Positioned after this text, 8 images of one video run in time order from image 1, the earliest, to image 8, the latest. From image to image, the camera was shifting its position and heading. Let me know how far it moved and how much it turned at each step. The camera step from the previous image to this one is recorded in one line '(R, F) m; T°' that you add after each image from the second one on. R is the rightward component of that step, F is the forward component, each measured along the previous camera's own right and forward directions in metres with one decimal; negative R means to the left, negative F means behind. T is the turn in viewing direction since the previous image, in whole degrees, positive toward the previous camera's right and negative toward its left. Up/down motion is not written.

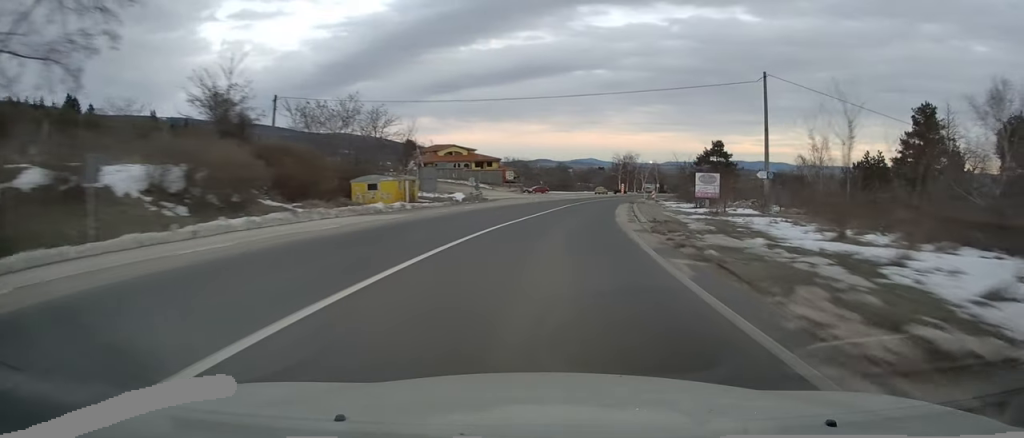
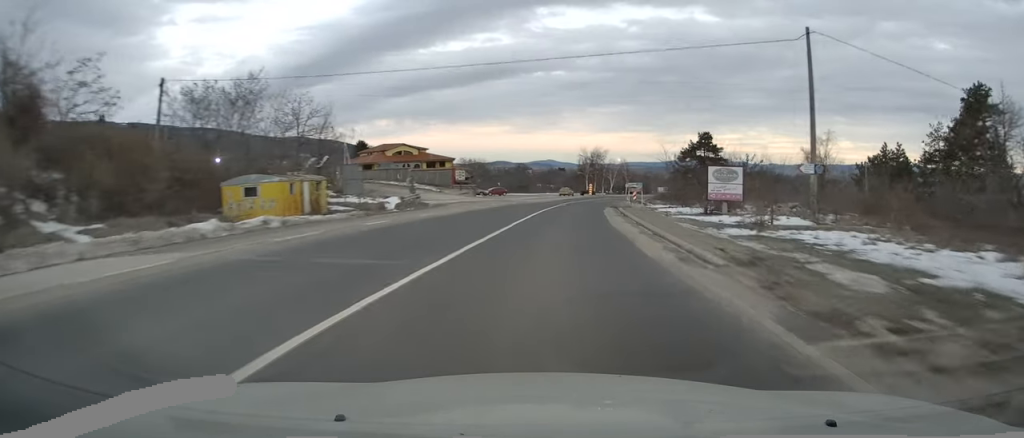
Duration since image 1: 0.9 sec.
(+0.6, +13.9) m; +5°
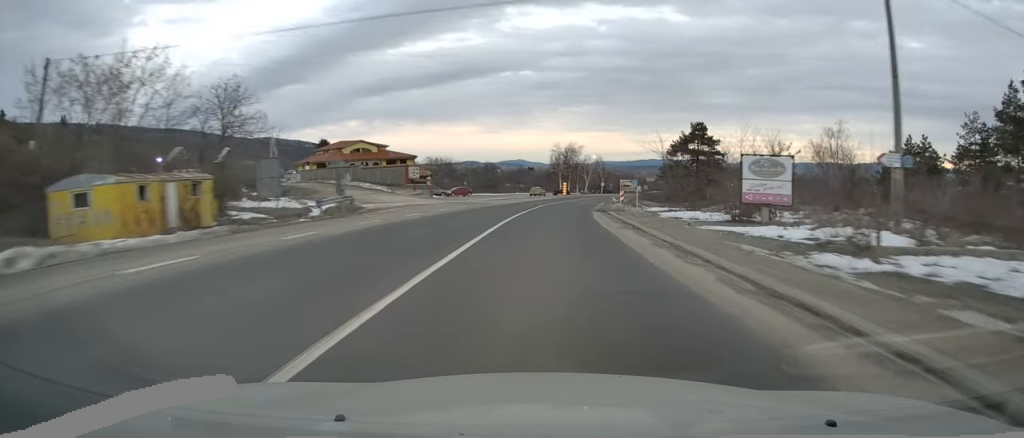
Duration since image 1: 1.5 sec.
(+0.4, +10.7) m; +3°
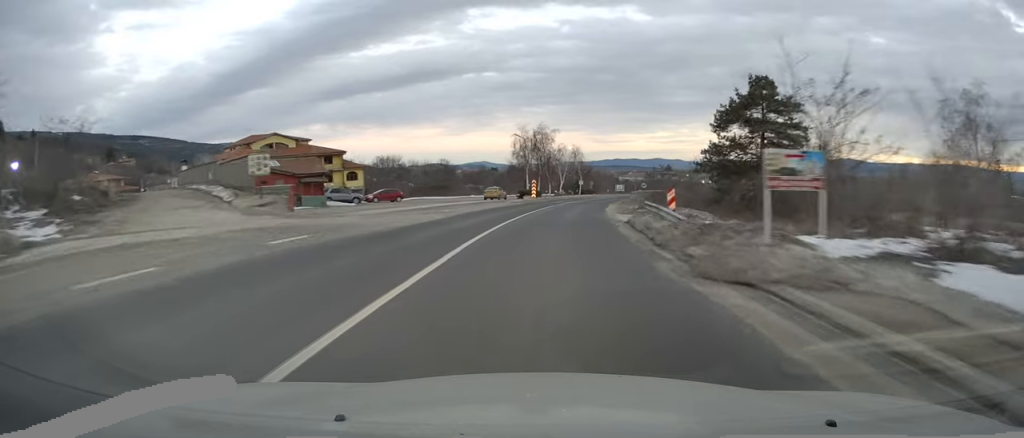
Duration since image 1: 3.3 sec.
(+1.0, +28.5) m; +3°
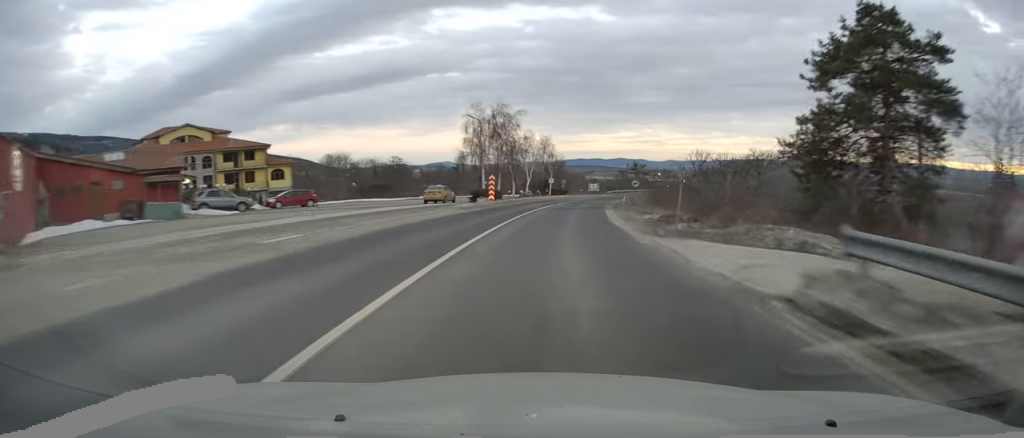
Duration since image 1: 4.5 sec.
(+0.3, +18.1) m; +2°
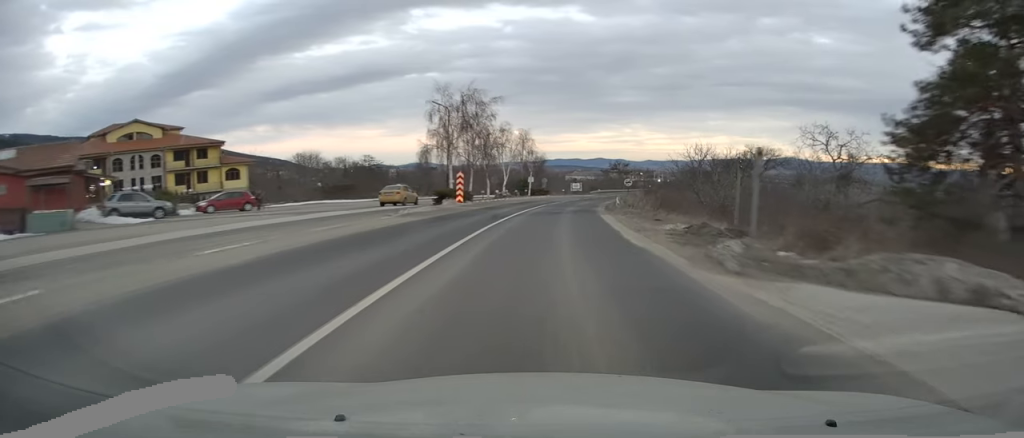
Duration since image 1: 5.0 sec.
(+0.2, +8.0) m; +1°
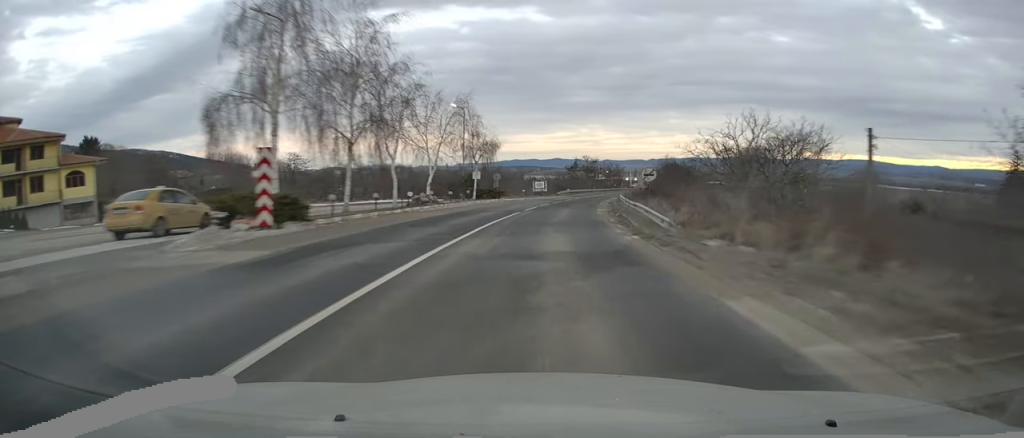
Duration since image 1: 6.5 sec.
(+0.8, +24.8) m; +4°
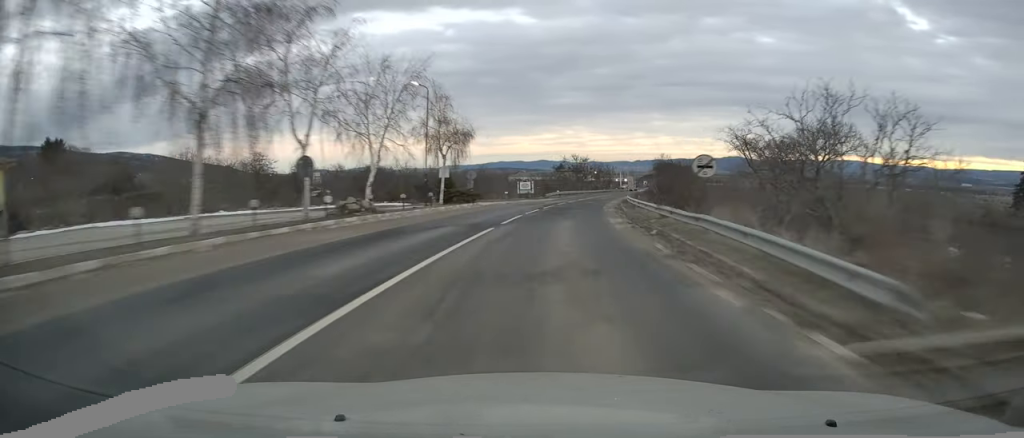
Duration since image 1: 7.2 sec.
(+0.5, +11.5) m; +2°
